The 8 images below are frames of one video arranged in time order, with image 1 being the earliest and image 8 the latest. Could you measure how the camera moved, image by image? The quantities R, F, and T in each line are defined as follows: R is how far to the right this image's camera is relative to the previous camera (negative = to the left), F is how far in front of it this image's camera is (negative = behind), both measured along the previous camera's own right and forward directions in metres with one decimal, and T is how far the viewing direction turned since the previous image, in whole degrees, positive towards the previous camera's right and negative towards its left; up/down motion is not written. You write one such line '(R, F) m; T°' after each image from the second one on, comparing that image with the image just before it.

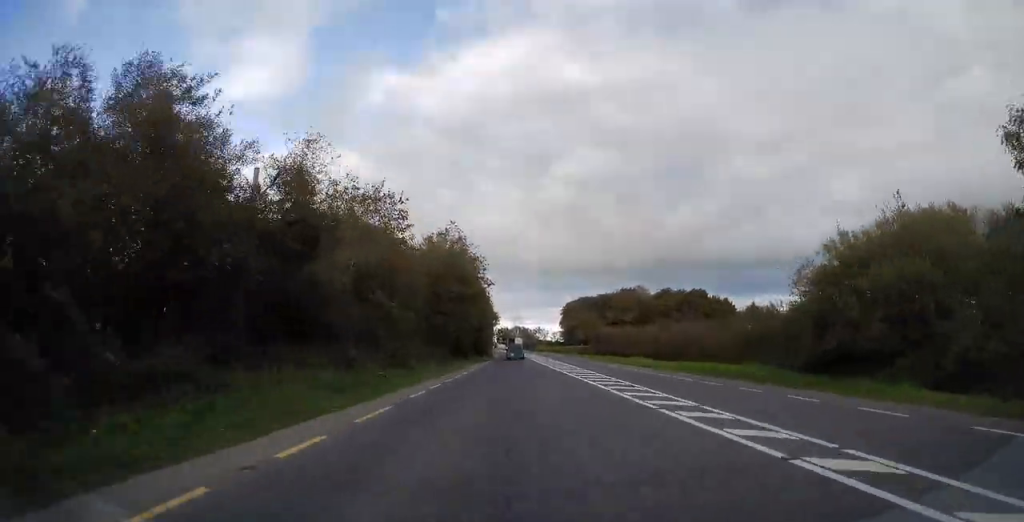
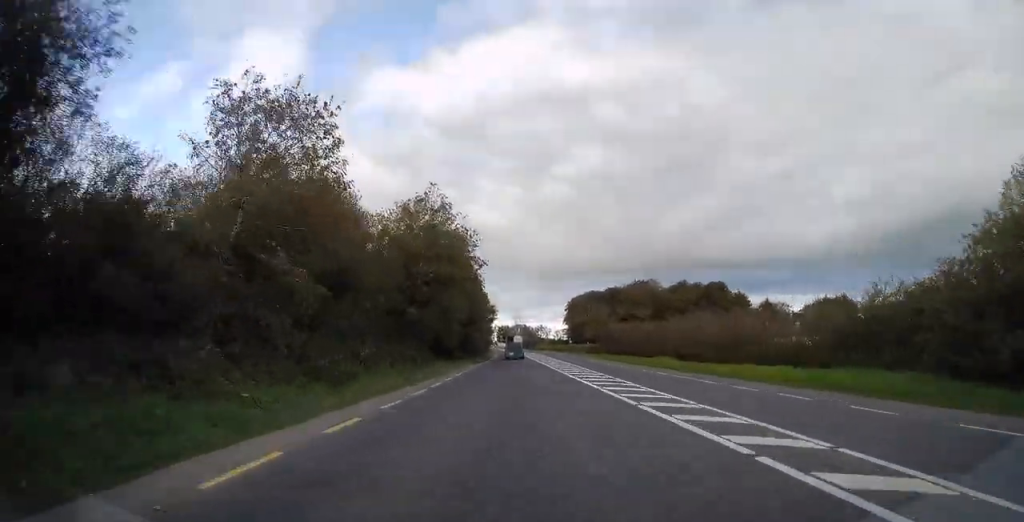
(+0.3, +12.8) m; +1°
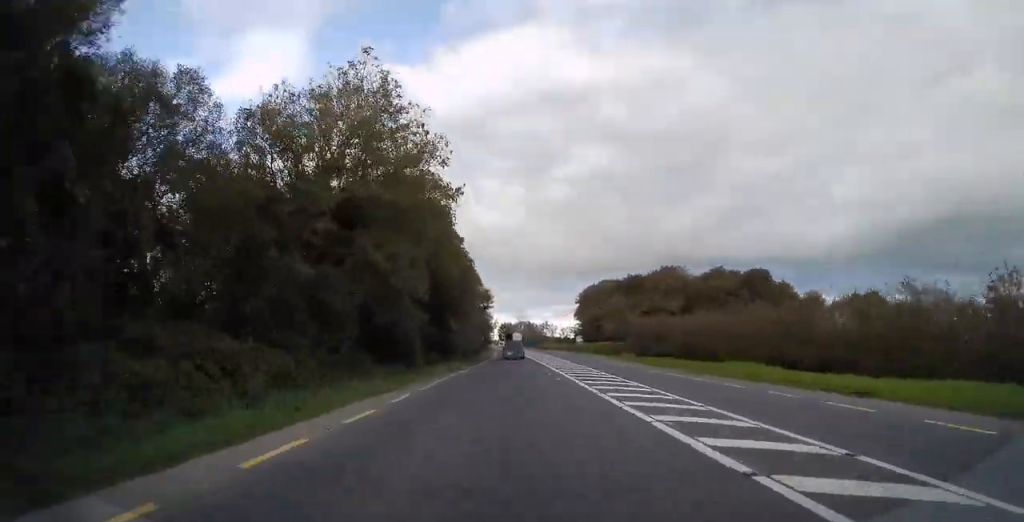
(+0.3, +21.0) m; +1°
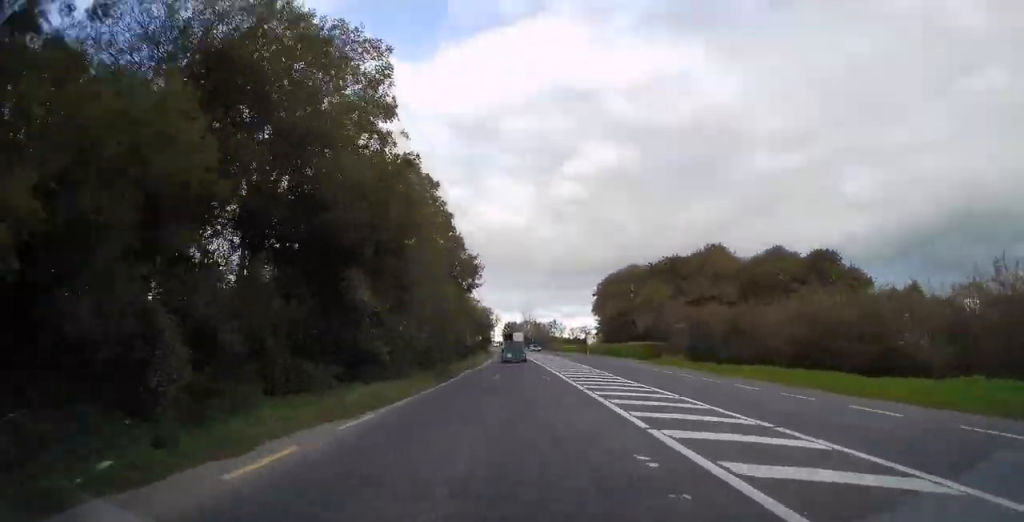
(+0.1, +23.3) m; 0°
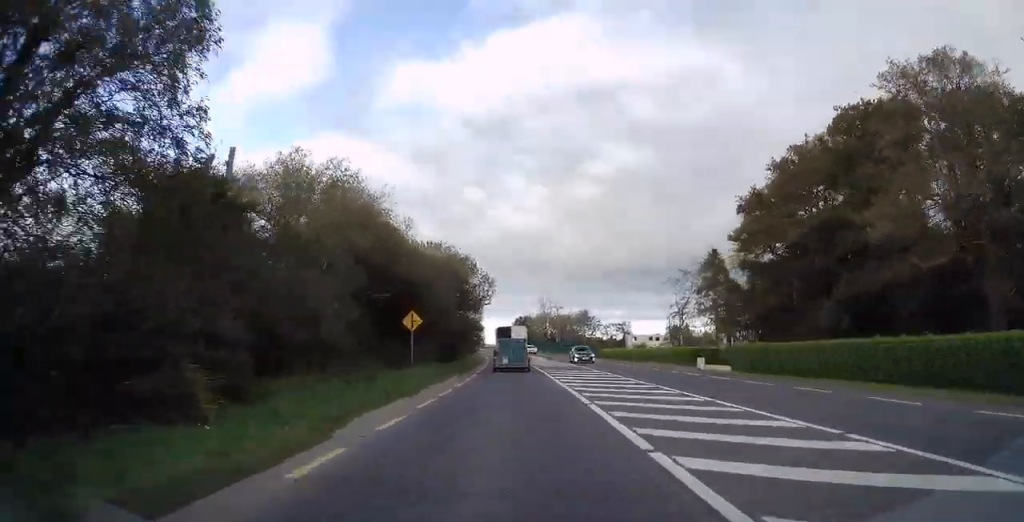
(-0.7, +75.1) m; -1°
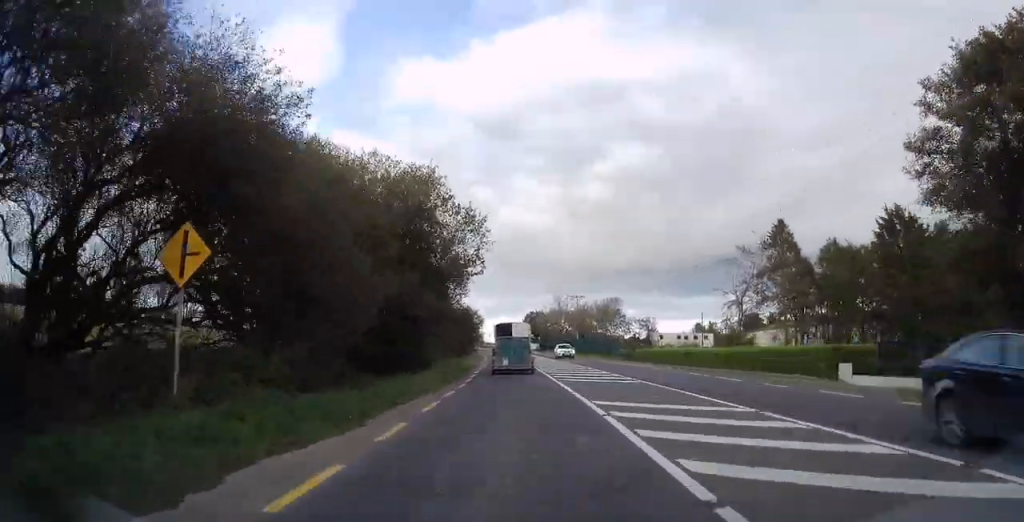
(-0.2, +24.8) m; -1°
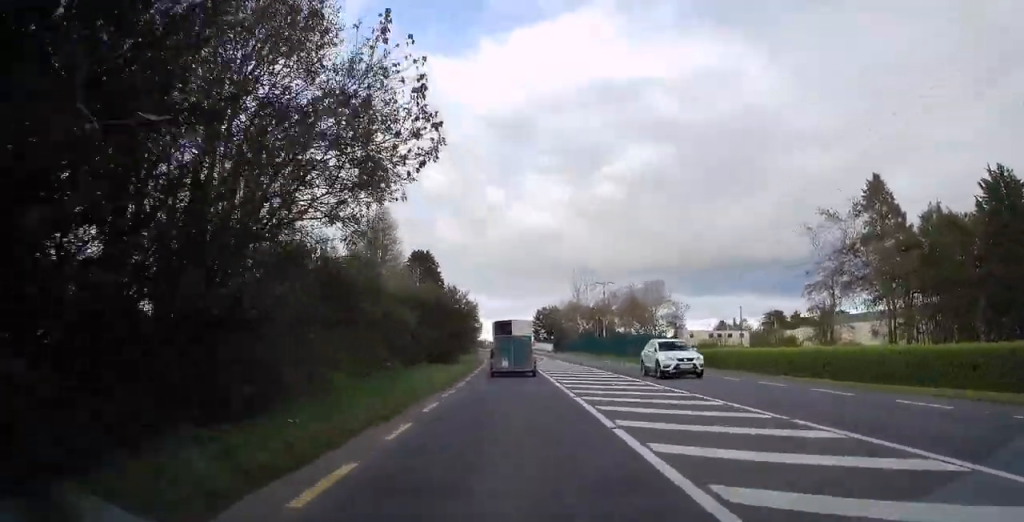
(-0.2, +22.4) m; -1°
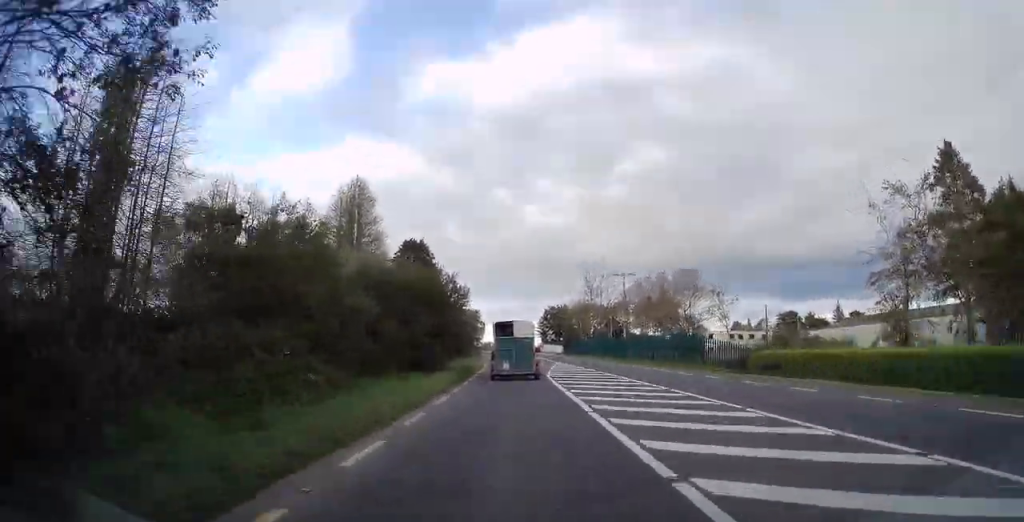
(-0.1, +11.6) m; 0°
